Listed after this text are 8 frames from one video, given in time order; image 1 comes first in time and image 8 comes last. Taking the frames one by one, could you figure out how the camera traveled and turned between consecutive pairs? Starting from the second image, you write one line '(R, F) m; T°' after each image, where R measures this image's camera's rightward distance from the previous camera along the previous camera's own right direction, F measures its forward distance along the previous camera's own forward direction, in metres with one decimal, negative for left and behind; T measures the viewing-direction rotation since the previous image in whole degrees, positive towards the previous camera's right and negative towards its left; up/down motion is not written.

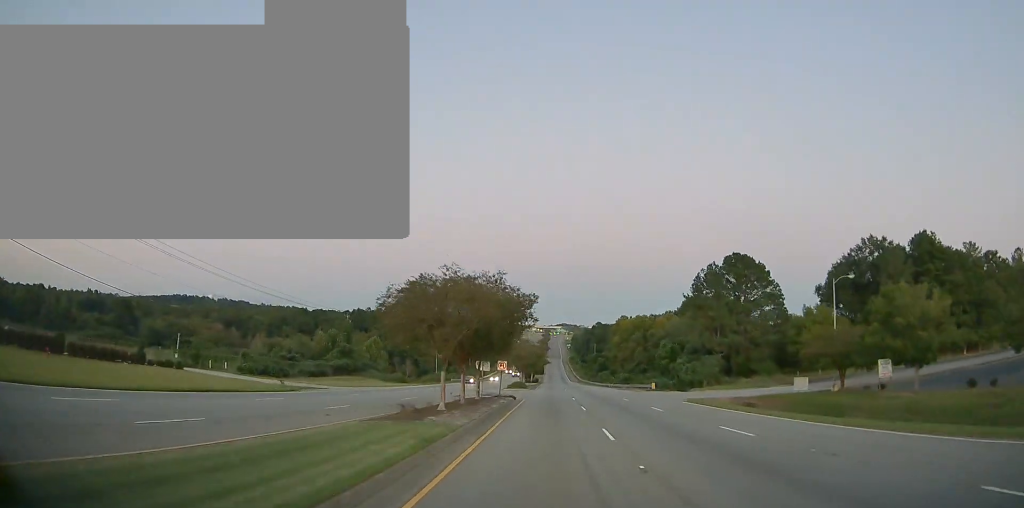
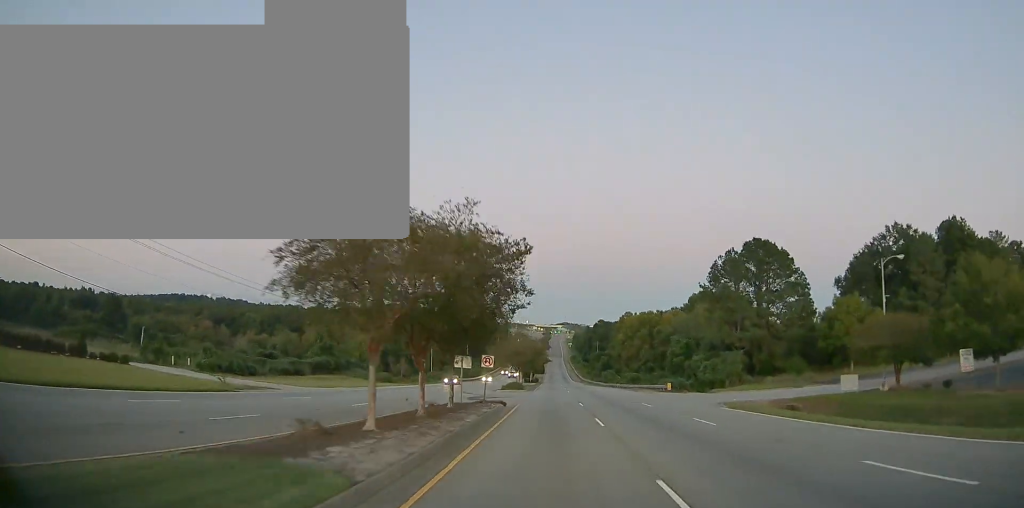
(-0.1, +8.9) m; 0°
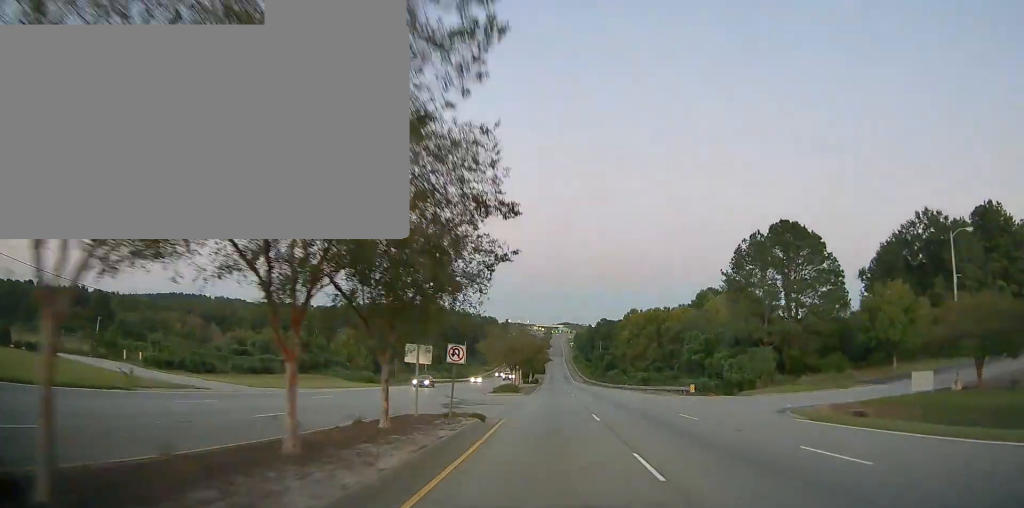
(0.0, +8.9) m; 0°
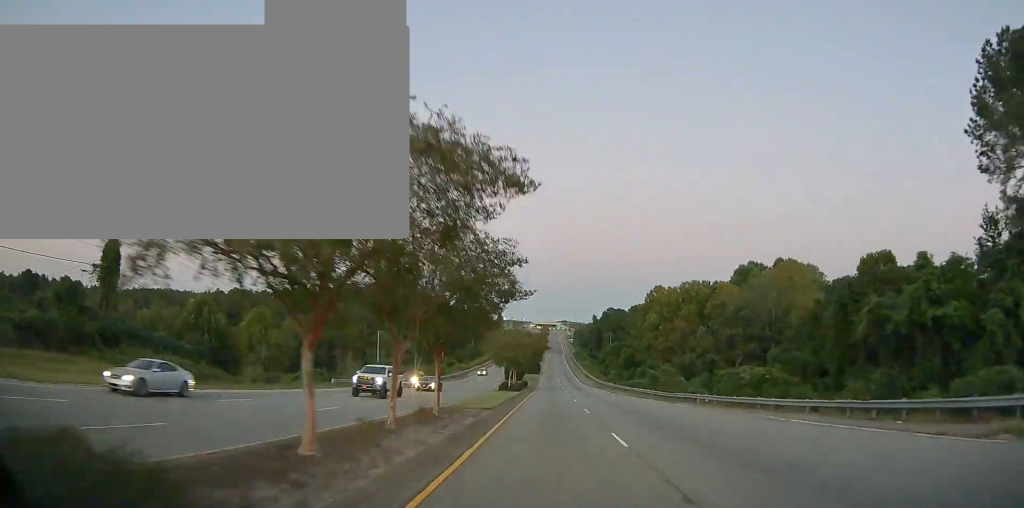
(-0.1, +45.3) m; 0°
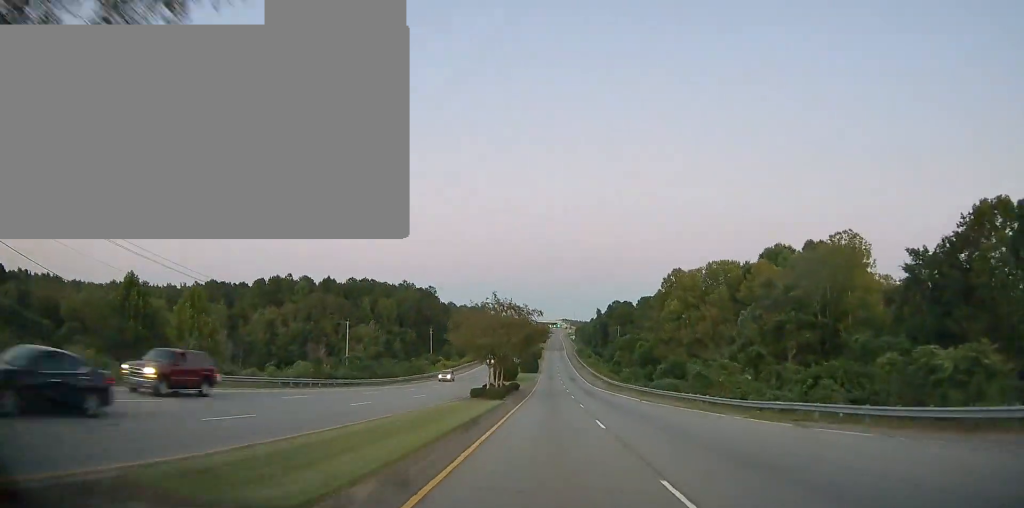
(-0.1, +19.6) m; +1°
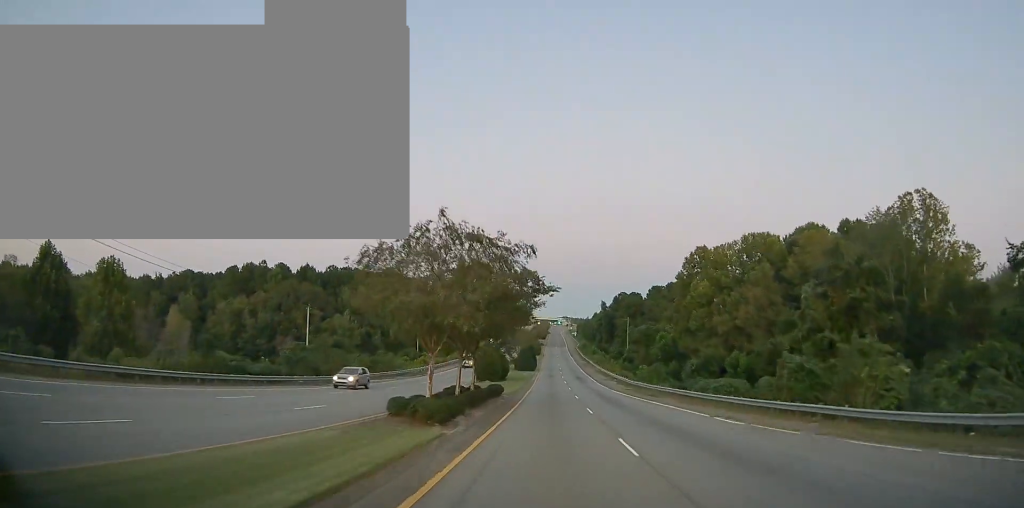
(+0.3, +18.5) m; 0°
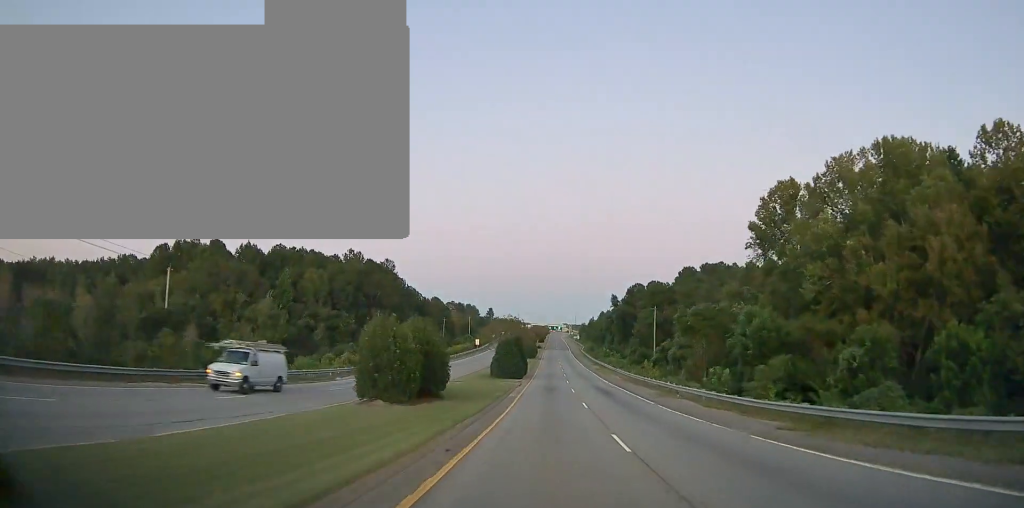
(-0.3, +36.2) m; -1°
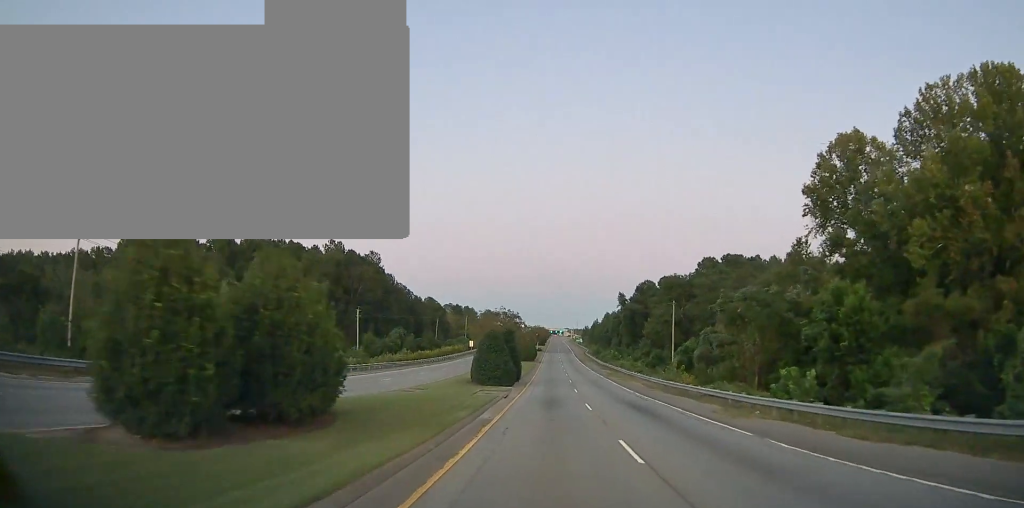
(0.0, +14.2) m; 0°
